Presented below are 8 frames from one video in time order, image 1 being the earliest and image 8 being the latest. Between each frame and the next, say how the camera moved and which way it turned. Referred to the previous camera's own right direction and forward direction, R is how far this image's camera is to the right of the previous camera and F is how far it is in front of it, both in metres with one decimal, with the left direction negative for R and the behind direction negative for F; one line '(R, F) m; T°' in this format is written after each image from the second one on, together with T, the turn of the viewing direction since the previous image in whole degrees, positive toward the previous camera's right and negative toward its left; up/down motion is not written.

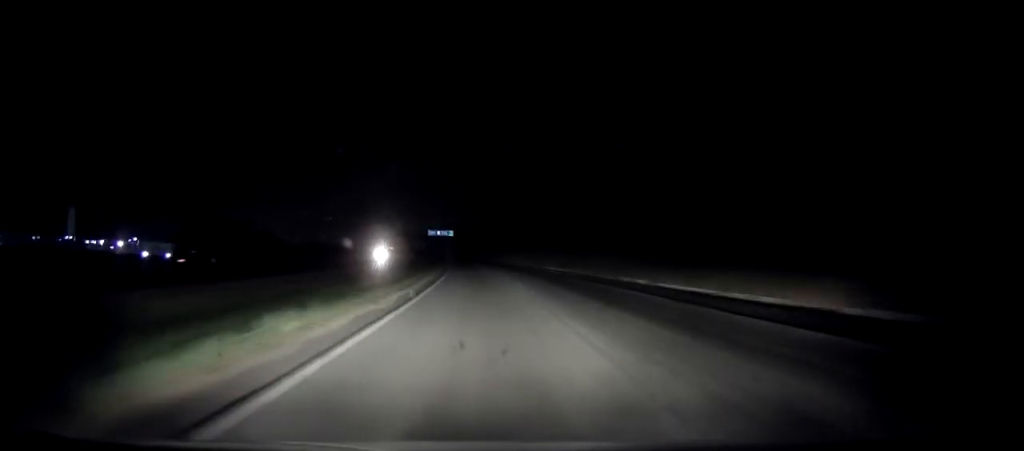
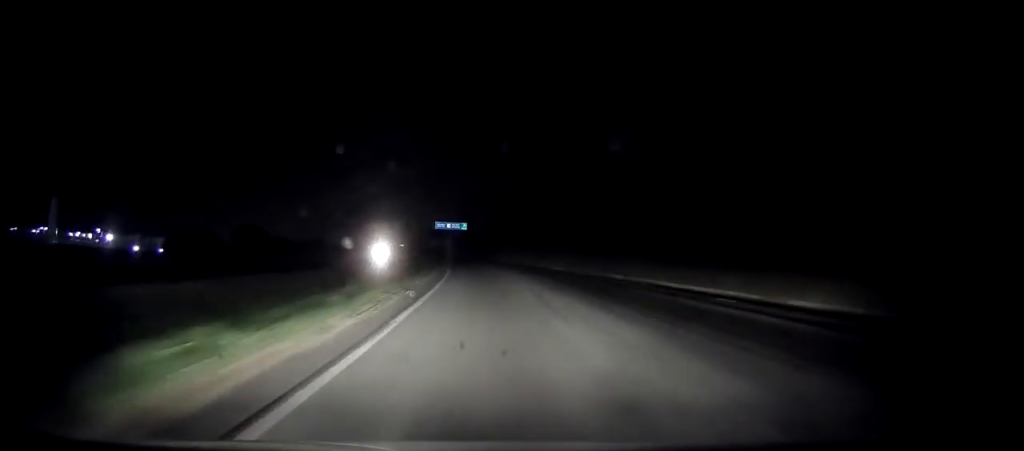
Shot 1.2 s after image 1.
(-0.8, +39.3) m; -2°
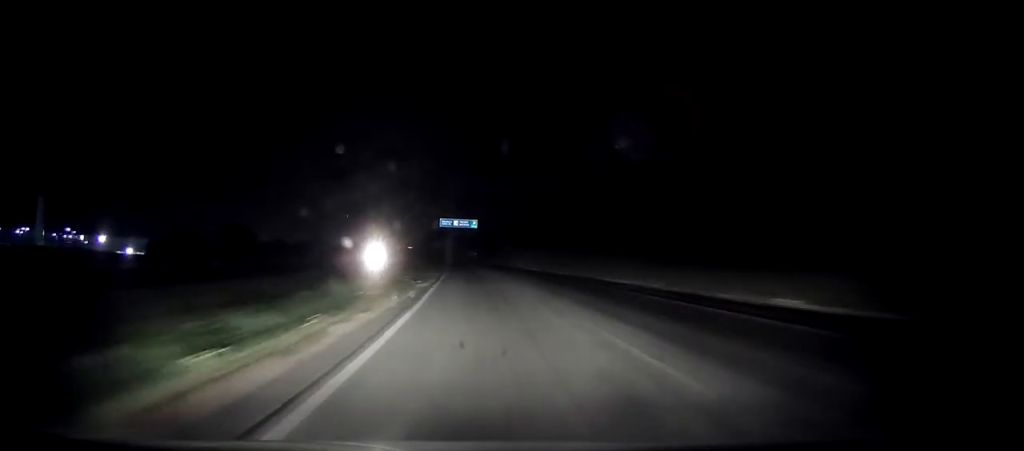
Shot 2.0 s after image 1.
(-0.3, +25.4) m; -1°
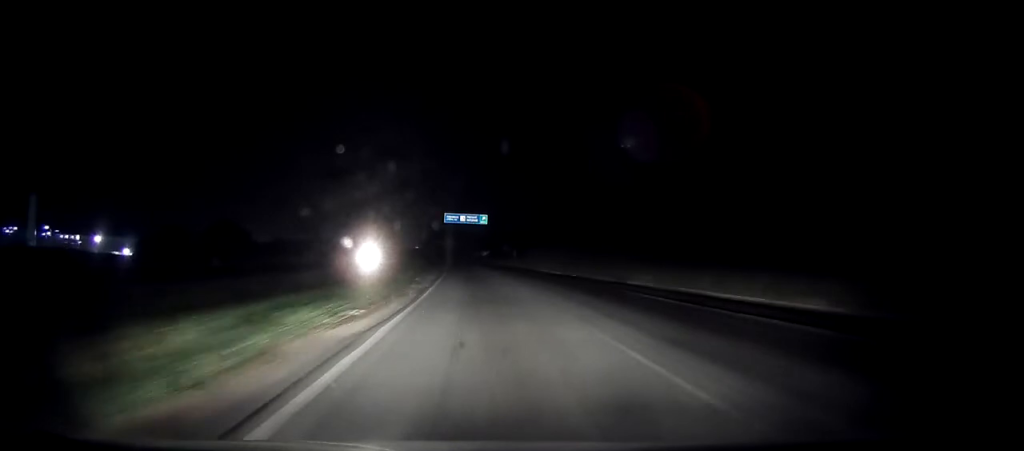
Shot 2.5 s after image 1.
(-0.2, +16.6) m; -1°
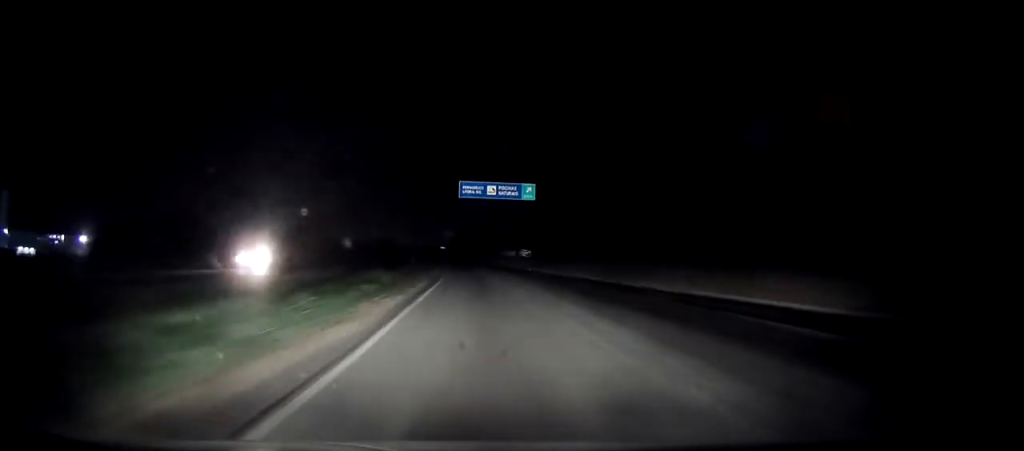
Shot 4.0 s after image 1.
(-0.9, +50.1) m; -2°
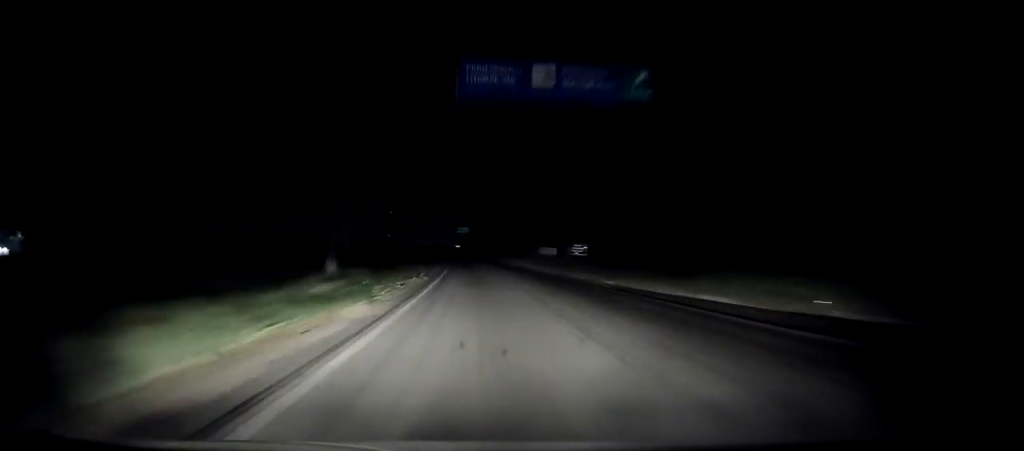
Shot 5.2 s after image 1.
(-0.6, +41.5) m; -2°
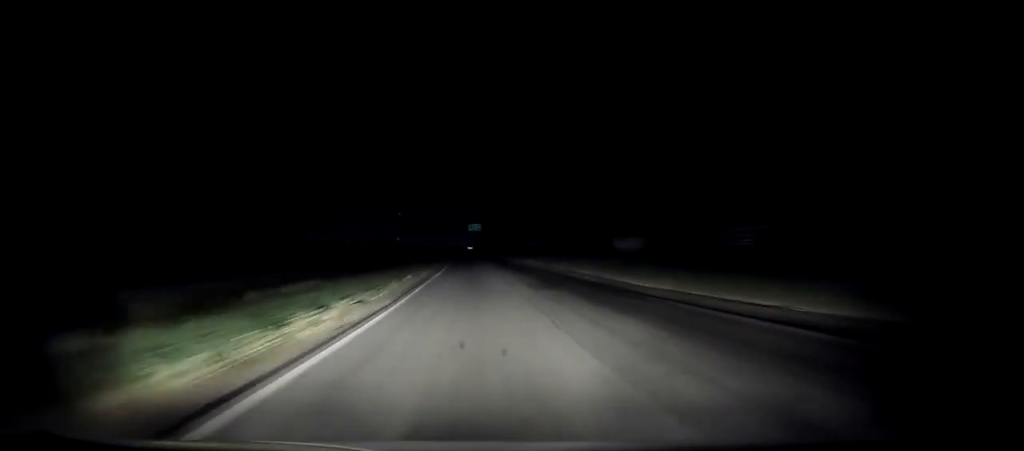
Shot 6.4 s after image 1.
(-0.6, +39.5) m; -1°
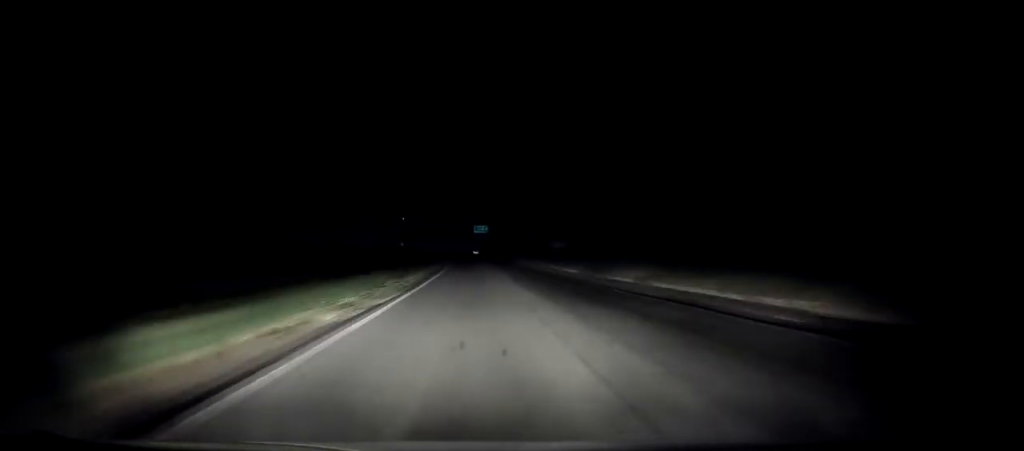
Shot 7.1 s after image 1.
(0.0, +23.8) m; 0°
